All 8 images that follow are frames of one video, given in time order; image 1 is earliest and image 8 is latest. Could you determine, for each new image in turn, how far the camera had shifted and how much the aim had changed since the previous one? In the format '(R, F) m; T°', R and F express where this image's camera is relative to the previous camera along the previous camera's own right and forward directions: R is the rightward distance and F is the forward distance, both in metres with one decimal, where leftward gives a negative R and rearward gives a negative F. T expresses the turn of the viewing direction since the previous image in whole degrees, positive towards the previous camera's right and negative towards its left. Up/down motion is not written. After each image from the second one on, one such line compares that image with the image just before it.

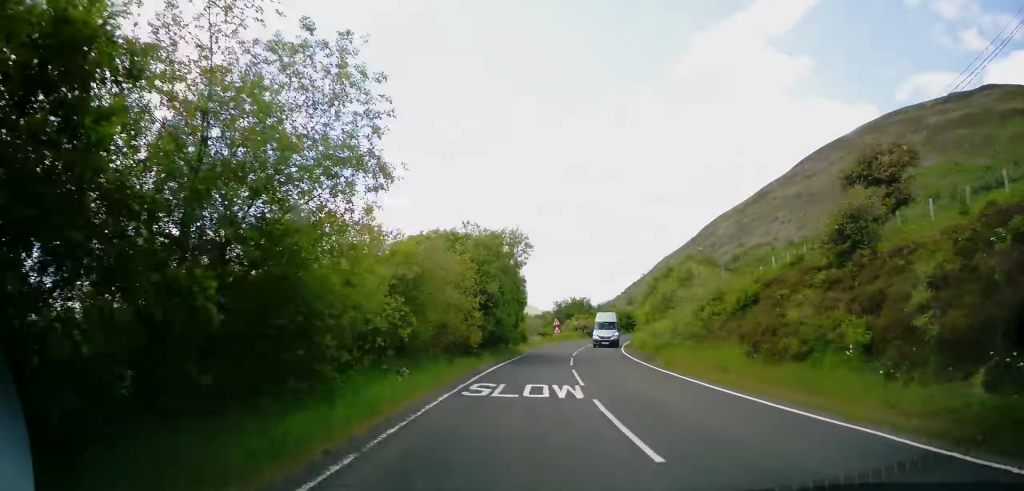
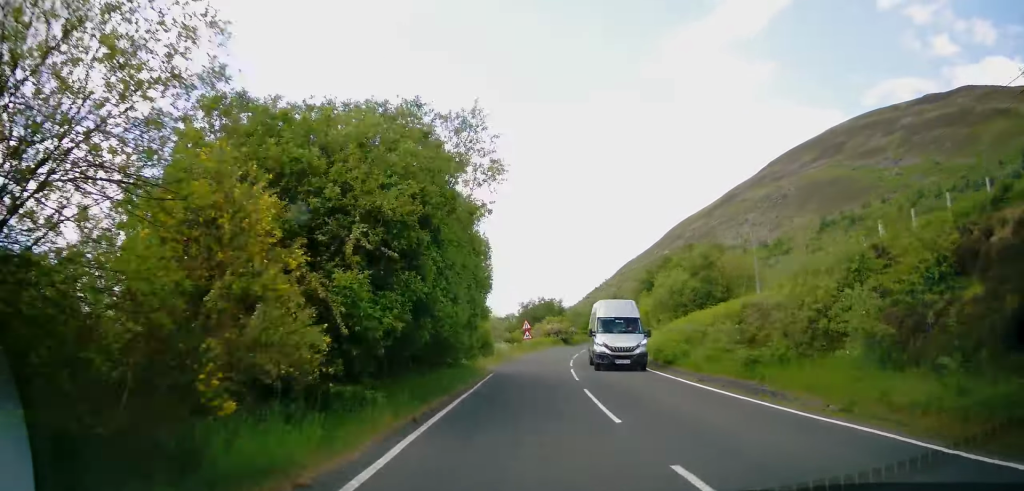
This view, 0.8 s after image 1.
(+0.3, +14.7) m; +3°
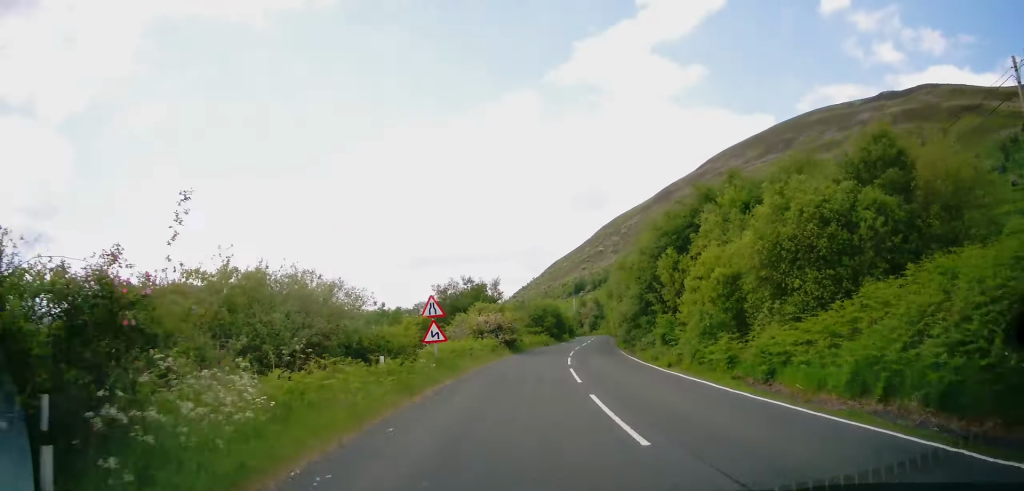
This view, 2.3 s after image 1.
(+1.9, +28.2) m; +8°
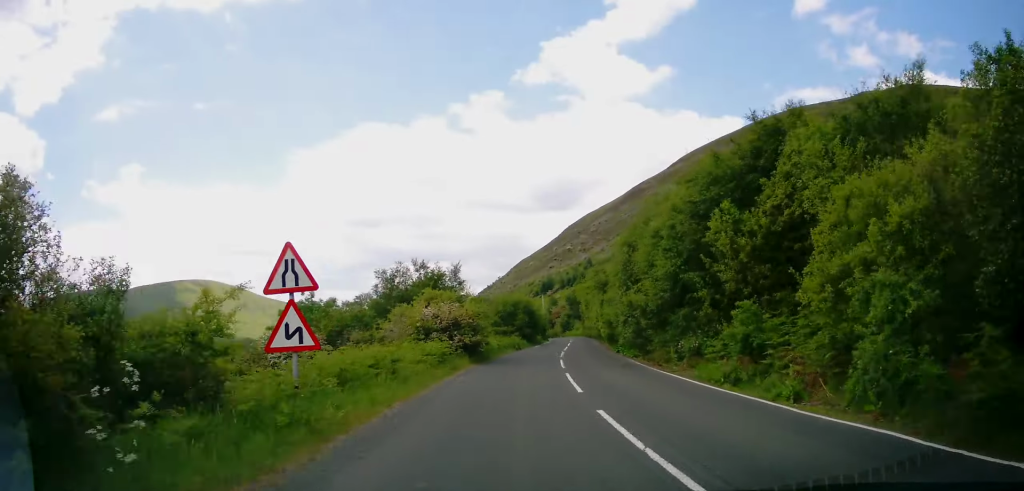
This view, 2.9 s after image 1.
(+0.3, +11.3) m; +3°
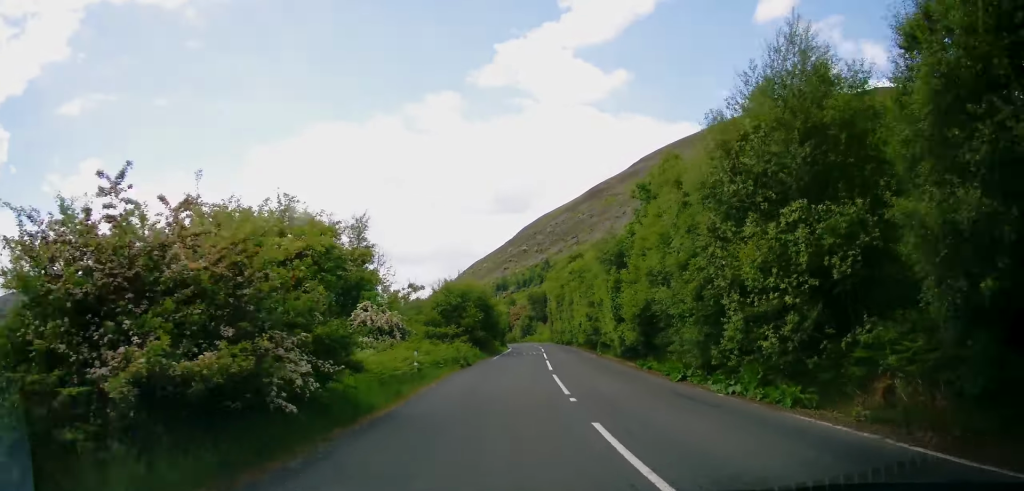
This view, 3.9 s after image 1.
(+0.6, +18.5) m; +5°
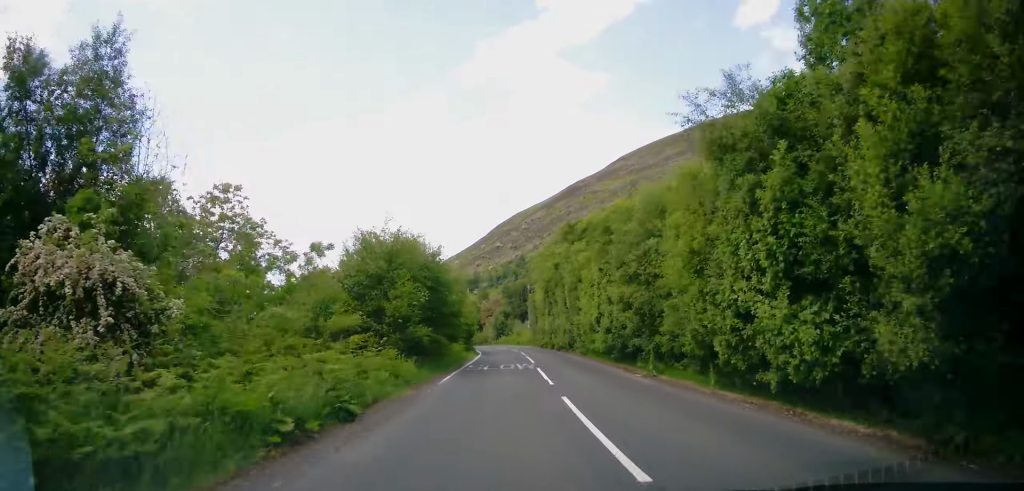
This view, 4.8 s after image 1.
(+0.9, +16.4) m; +3°
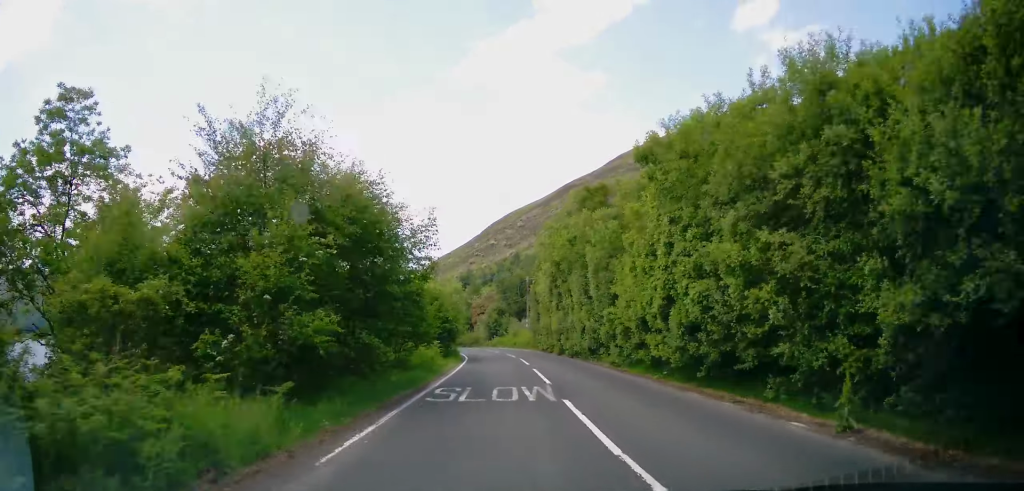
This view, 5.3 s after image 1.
(0.0, +10.0) m; -1°
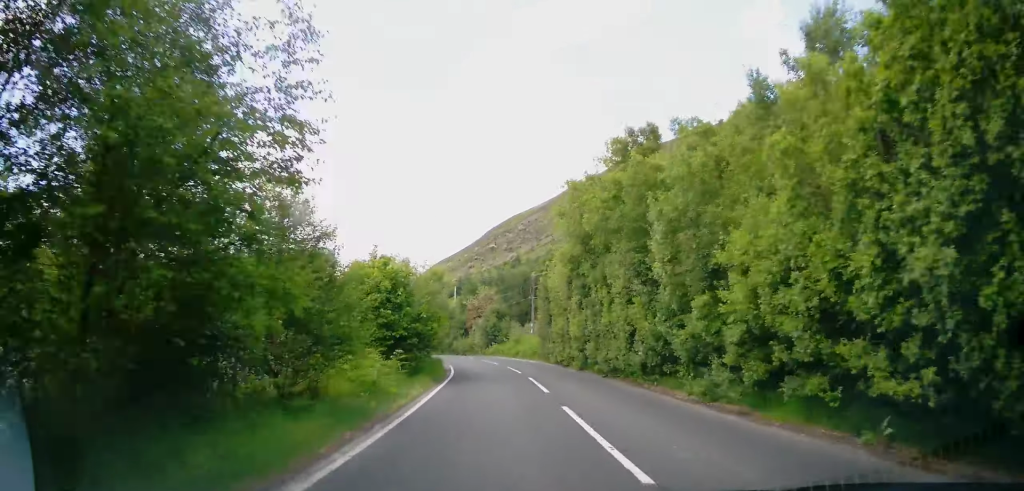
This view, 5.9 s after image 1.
(0.0, +9.4) m; -1°
